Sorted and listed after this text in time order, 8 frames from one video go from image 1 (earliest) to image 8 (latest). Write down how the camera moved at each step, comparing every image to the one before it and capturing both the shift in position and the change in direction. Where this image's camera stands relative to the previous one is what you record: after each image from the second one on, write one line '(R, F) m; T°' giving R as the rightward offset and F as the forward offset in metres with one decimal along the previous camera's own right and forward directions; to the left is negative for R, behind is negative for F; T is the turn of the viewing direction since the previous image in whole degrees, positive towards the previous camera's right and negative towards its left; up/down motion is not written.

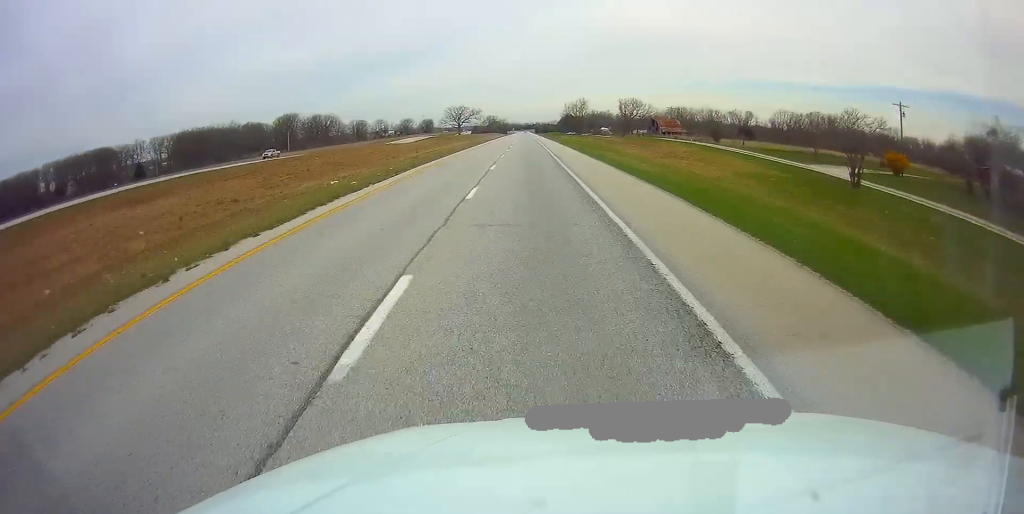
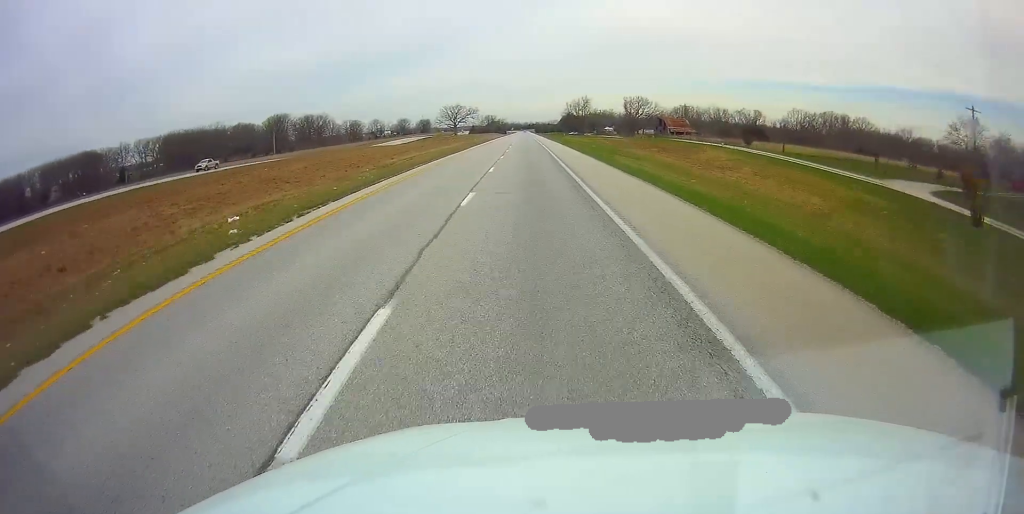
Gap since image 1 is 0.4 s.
(0.0, +13.5) m; 0°
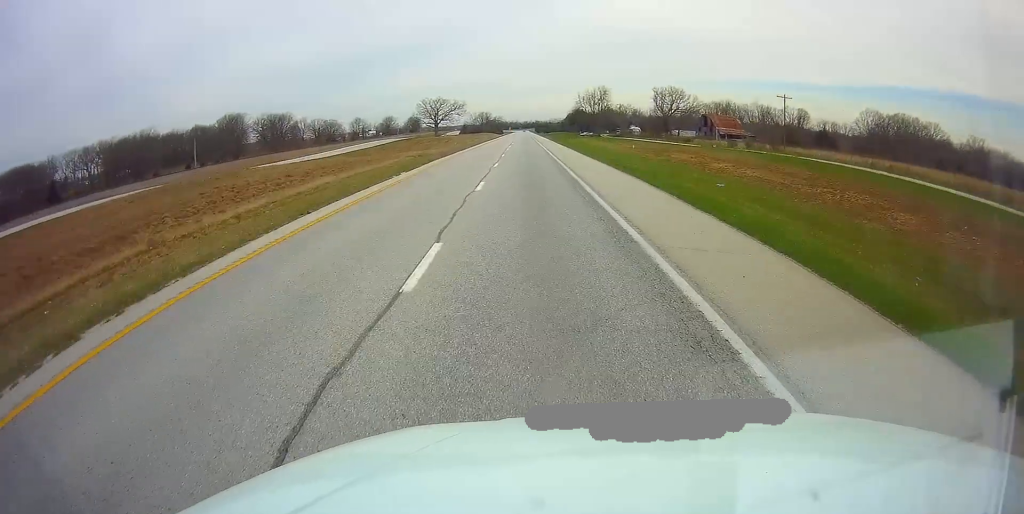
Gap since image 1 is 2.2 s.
(+0.1, +56.0) m; 0°
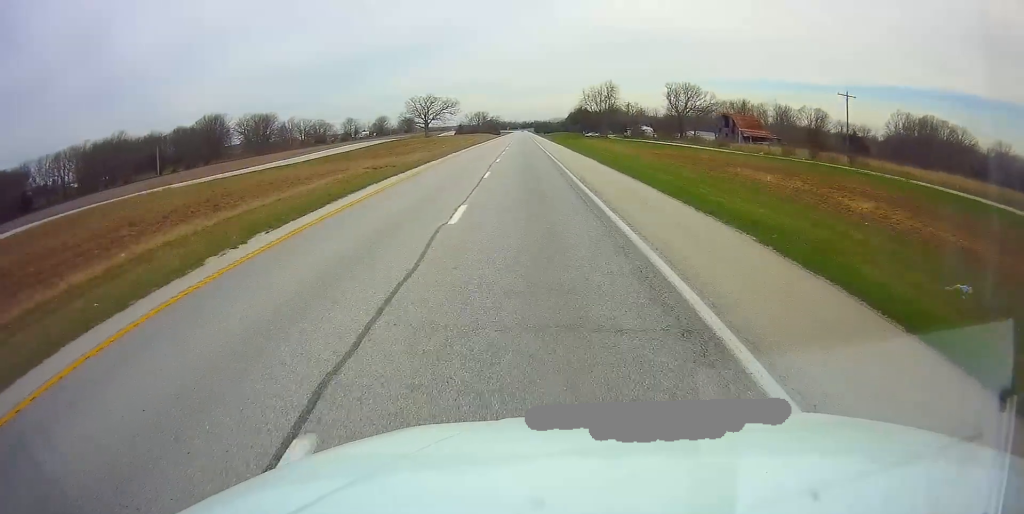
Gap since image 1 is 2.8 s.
(-0.1, +18.7) m; 0°
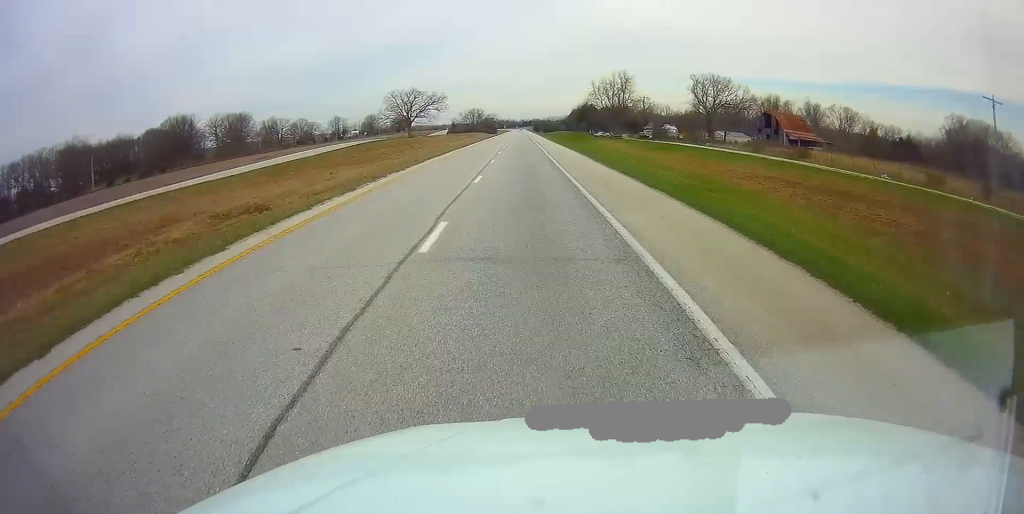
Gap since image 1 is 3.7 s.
(+0.3, +26.9) m; 0°
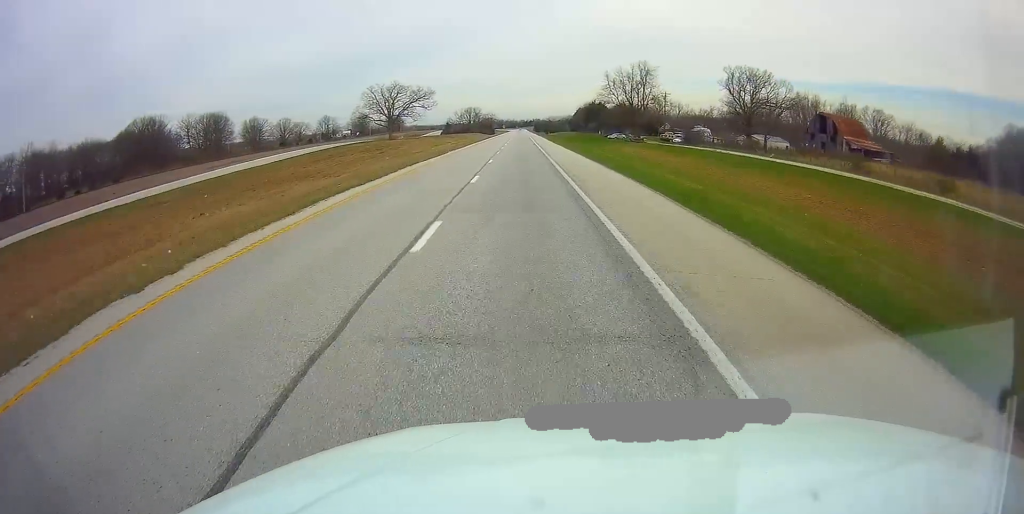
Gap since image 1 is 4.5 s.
(-0.1, +23.9) m; 0°
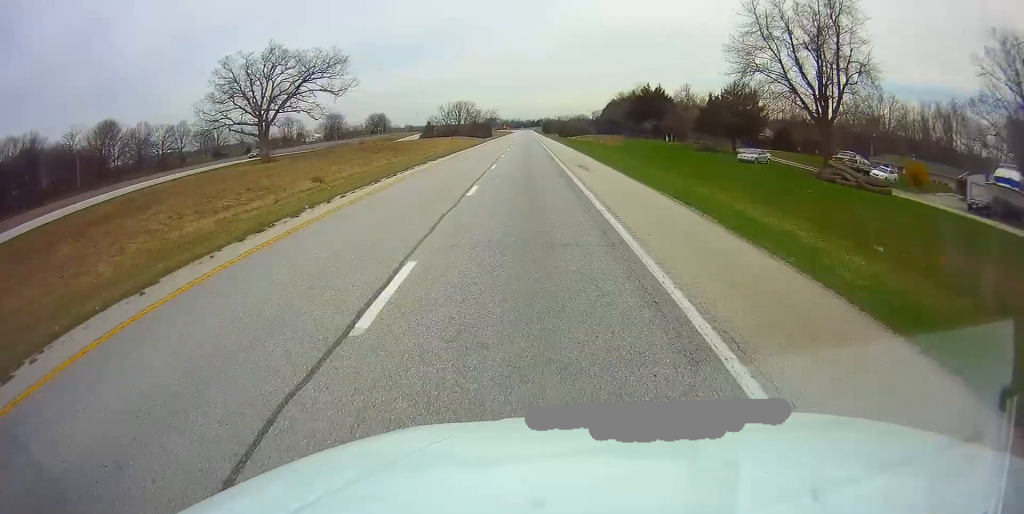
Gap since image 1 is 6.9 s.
(-0.2, +76.0) m; 0°
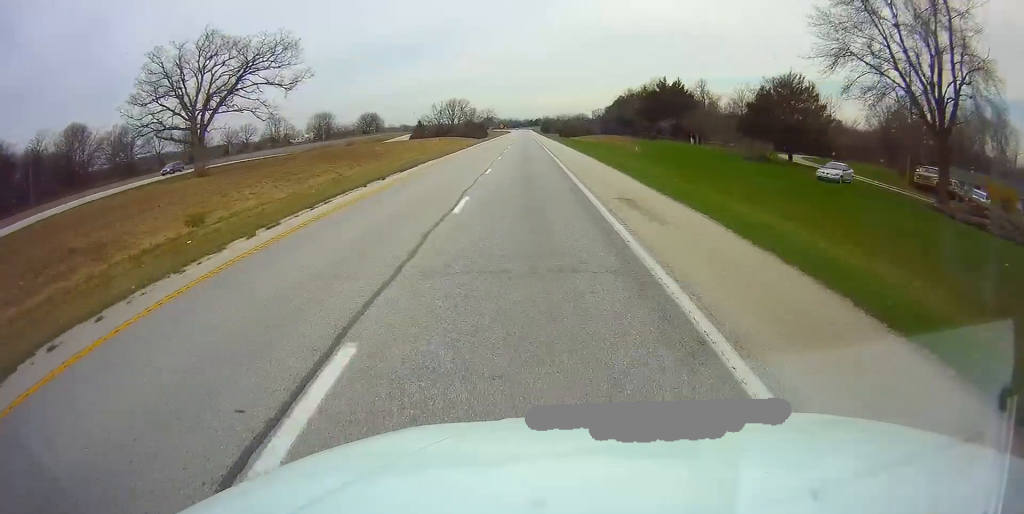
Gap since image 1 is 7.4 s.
(-0.1, +15.7) m; 0°
